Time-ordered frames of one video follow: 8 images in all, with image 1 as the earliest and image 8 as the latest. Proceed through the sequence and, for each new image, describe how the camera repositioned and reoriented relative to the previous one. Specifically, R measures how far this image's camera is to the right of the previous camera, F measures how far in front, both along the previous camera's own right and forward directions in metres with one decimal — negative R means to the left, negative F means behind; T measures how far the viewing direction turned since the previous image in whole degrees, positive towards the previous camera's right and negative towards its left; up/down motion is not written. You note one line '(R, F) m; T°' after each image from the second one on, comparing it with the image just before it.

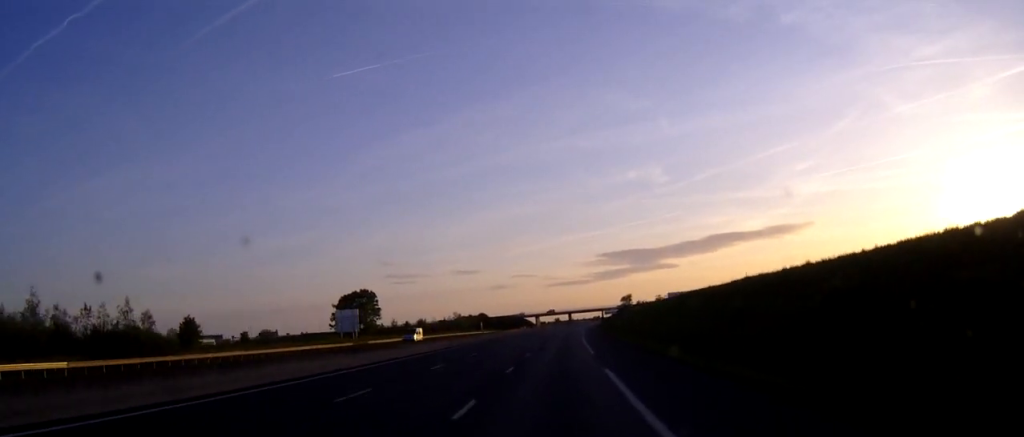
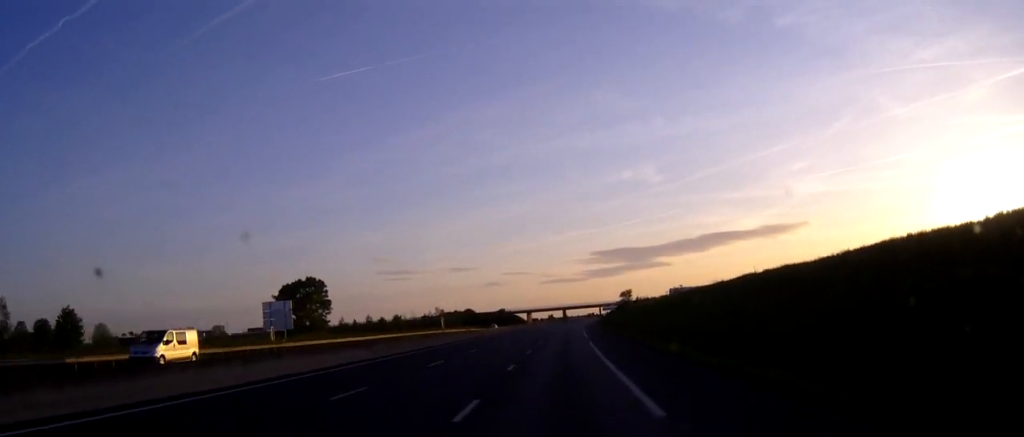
(+0.1, +26.8) m; +1°
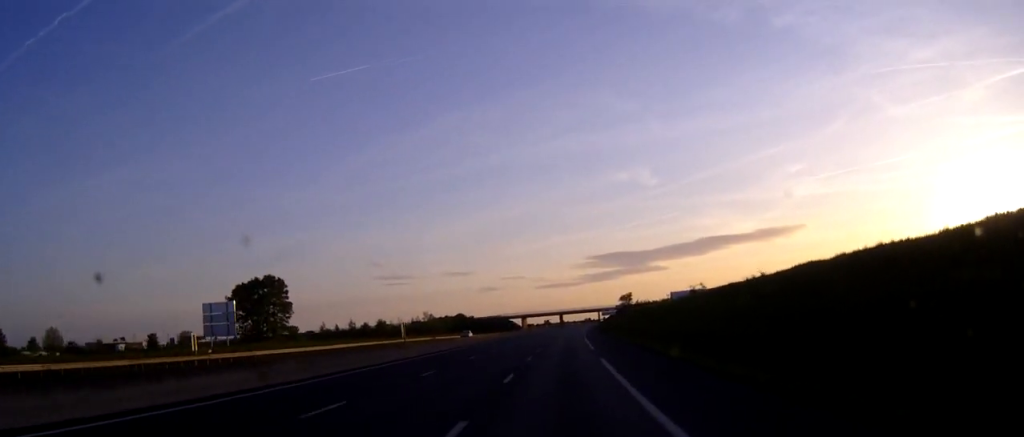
(+0.1, +15.2) m; 0°
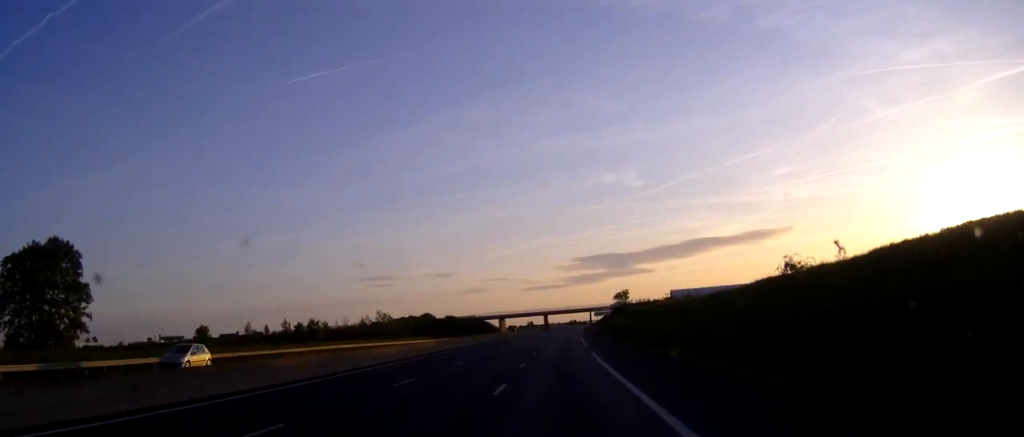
(+0.4, +42.9) m; +1°
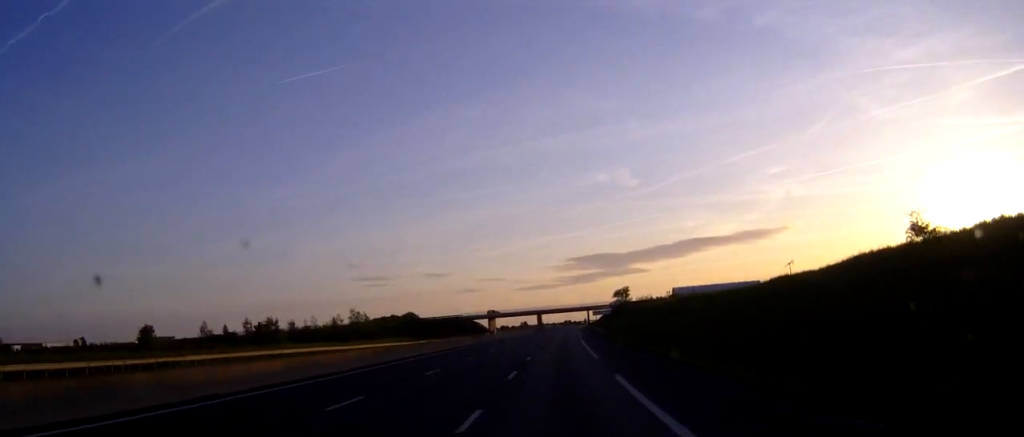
(+0.1, +19.7) m; 0°
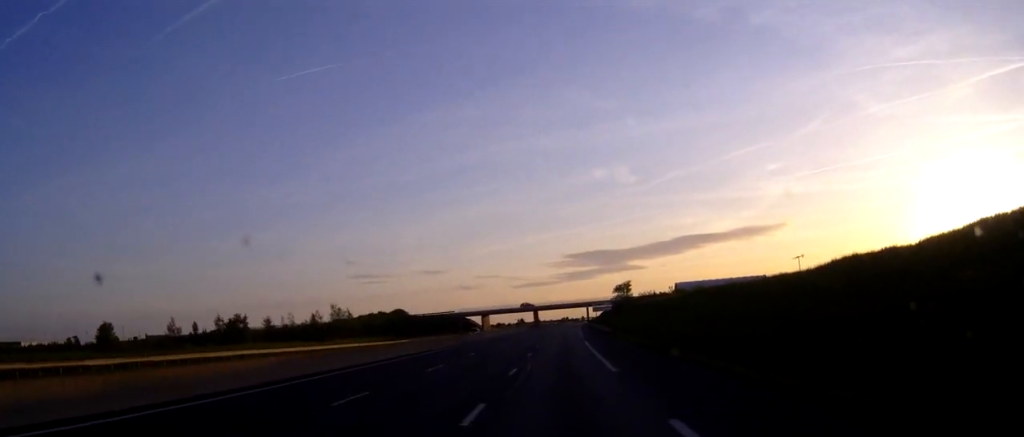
(0.0, +12.5) m; 0°
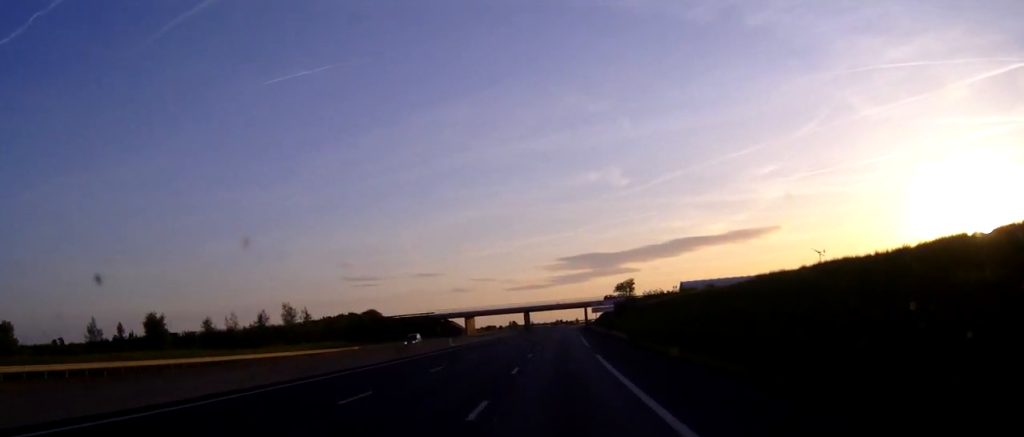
(+0.1, +25.1) m; +1°
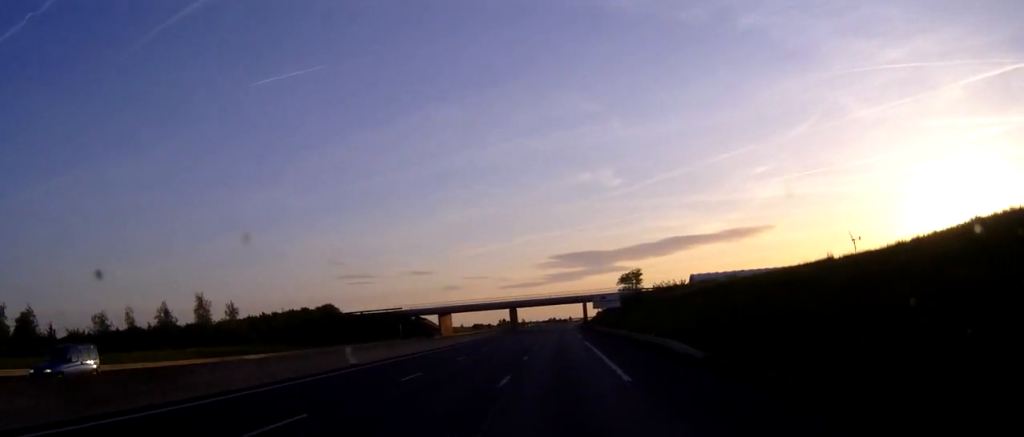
(+0.2, +31.3) m; +1°
